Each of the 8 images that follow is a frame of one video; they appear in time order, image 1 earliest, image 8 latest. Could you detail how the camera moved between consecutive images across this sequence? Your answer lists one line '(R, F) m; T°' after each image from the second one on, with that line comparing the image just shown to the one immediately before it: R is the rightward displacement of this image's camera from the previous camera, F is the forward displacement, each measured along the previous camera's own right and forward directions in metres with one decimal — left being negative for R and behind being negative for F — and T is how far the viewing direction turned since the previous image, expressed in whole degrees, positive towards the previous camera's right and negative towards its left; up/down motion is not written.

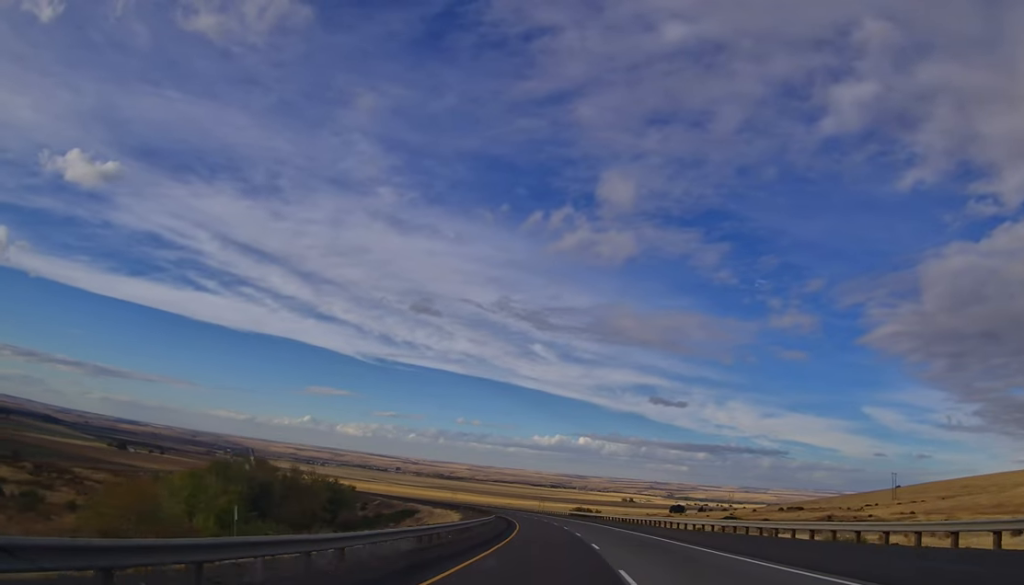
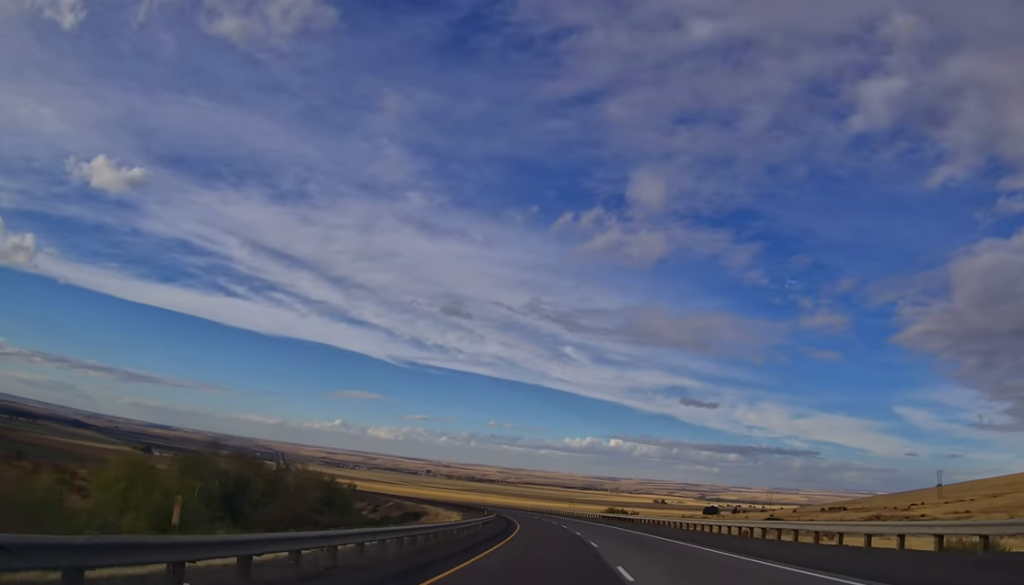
(-0.8, +23.8) m; -3°
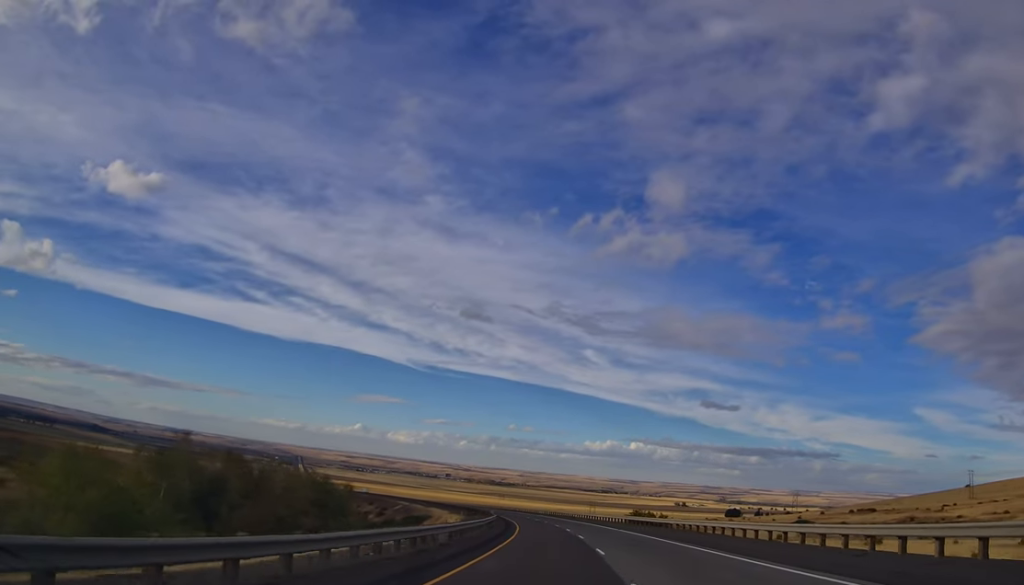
(0.0, +15.9) m; -2°
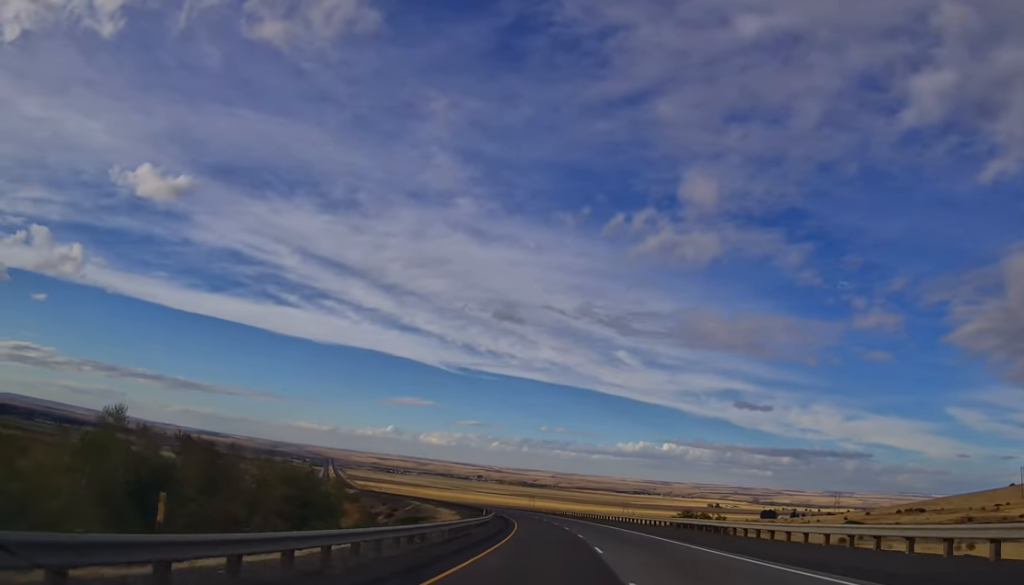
(-0.8, +24.8) m; -3°
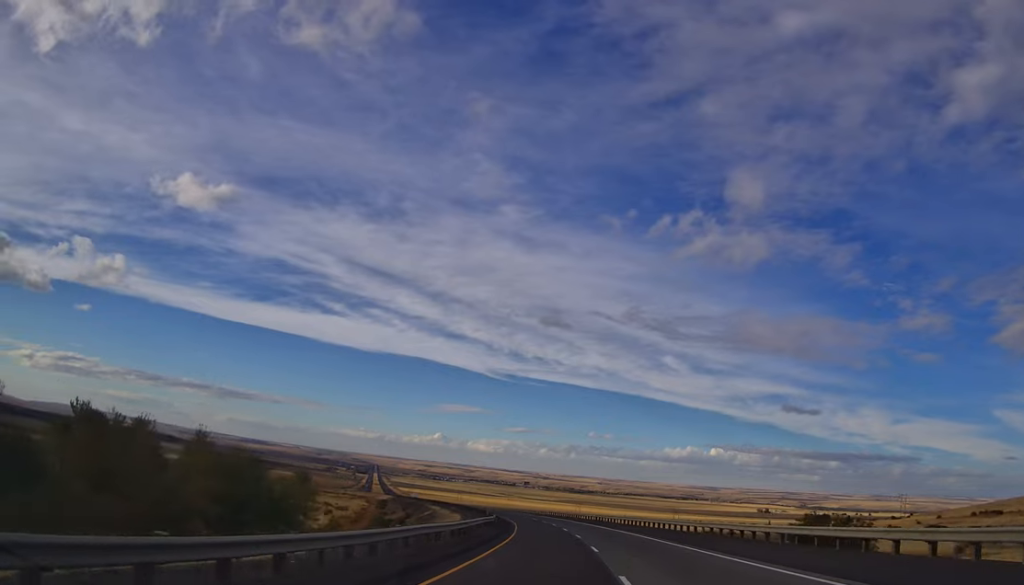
(-1.2, +35.0) m; -4°
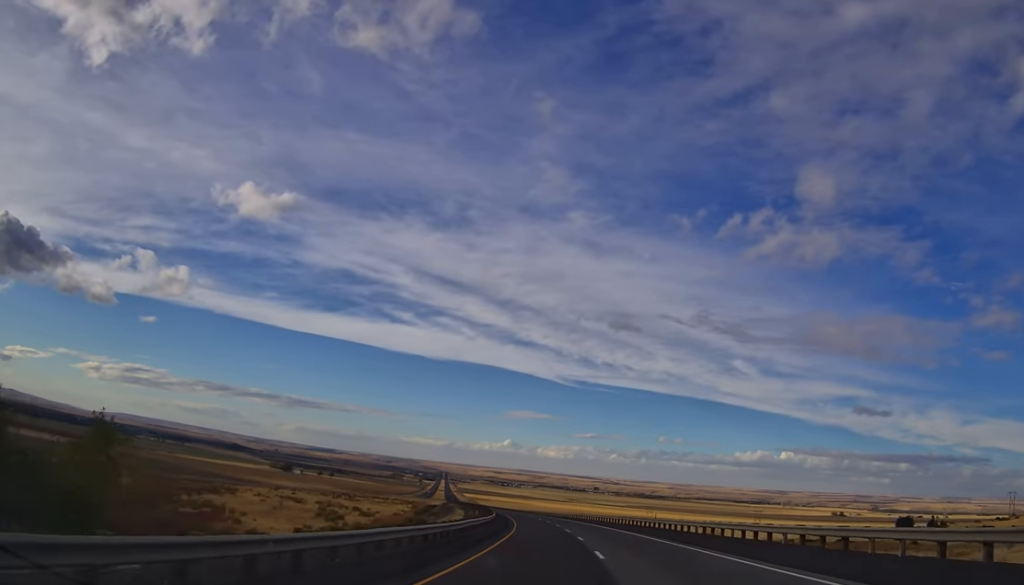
(-2.8, +53.1) m; -5°
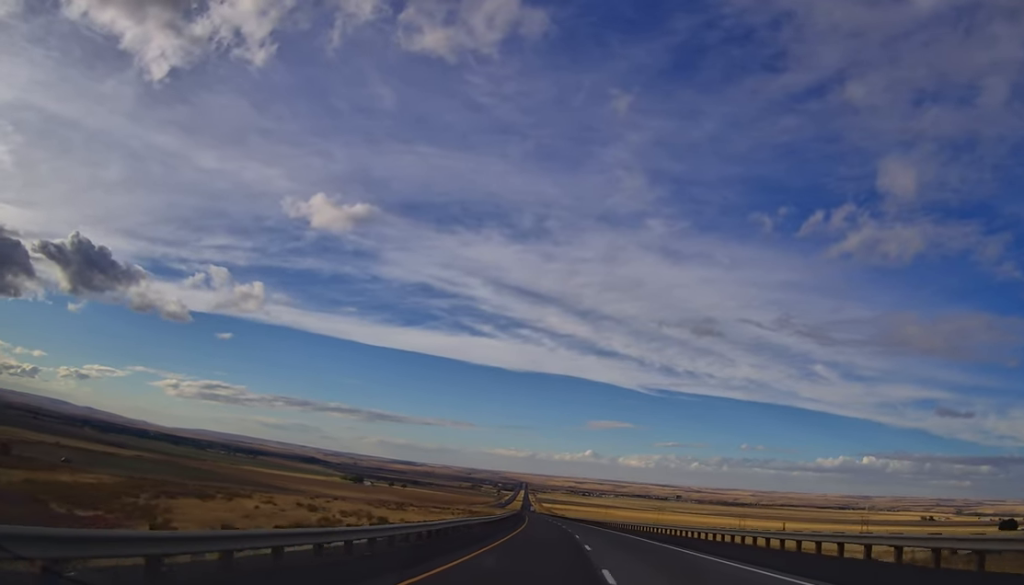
(-4.2, +68.6) m; -9°
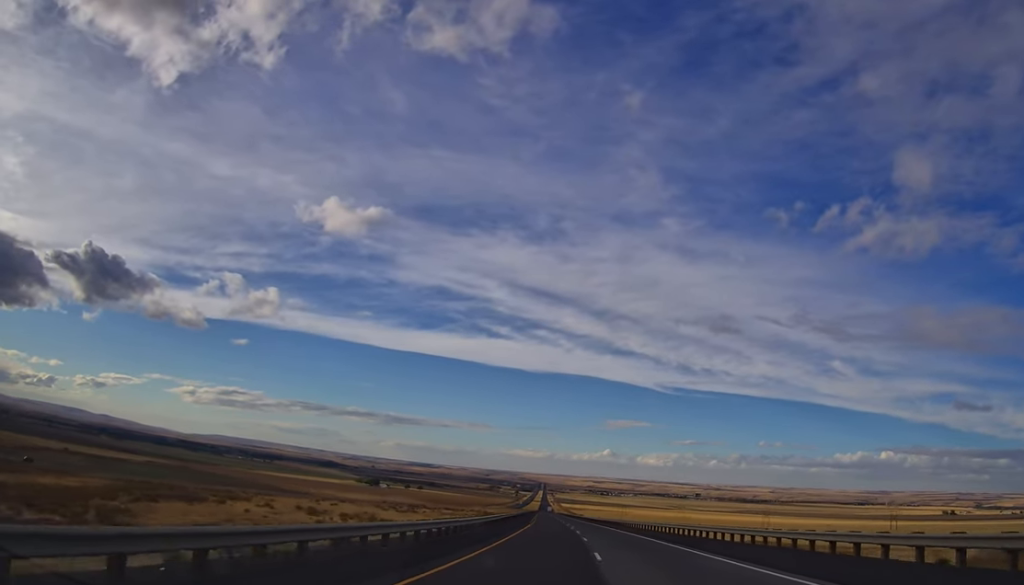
(-0.3, +18.2) m; -3°
